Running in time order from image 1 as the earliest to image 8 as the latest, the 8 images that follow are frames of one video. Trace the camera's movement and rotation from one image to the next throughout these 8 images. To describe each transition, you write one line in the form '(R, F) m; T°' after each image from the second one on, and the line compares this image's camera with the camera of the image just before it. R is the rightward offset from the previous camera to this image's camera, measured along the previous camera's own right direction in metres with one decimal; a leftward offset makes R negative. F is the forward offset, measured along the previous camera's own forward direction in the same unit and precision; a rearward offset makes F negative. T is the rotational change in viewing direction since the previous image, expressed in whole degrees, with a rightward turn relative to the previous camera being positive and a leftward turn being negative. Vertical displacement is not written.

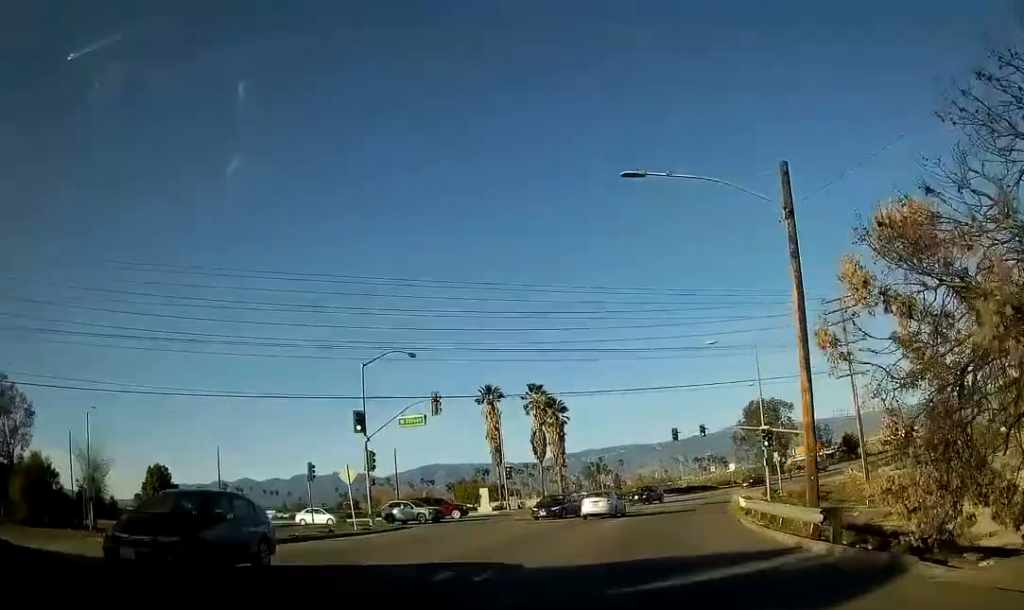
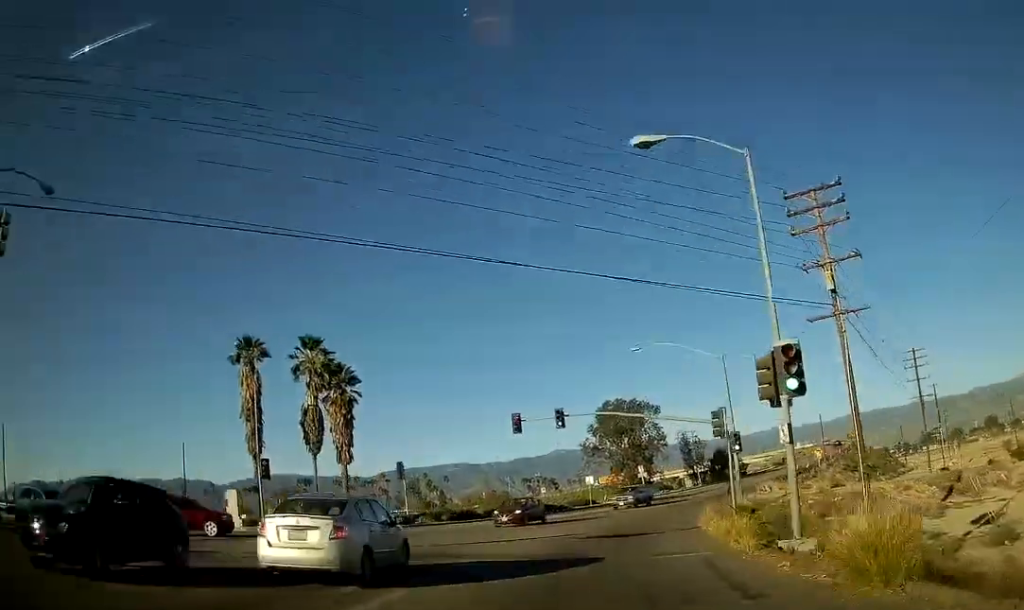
(+1.8, +26.3) m; +13°
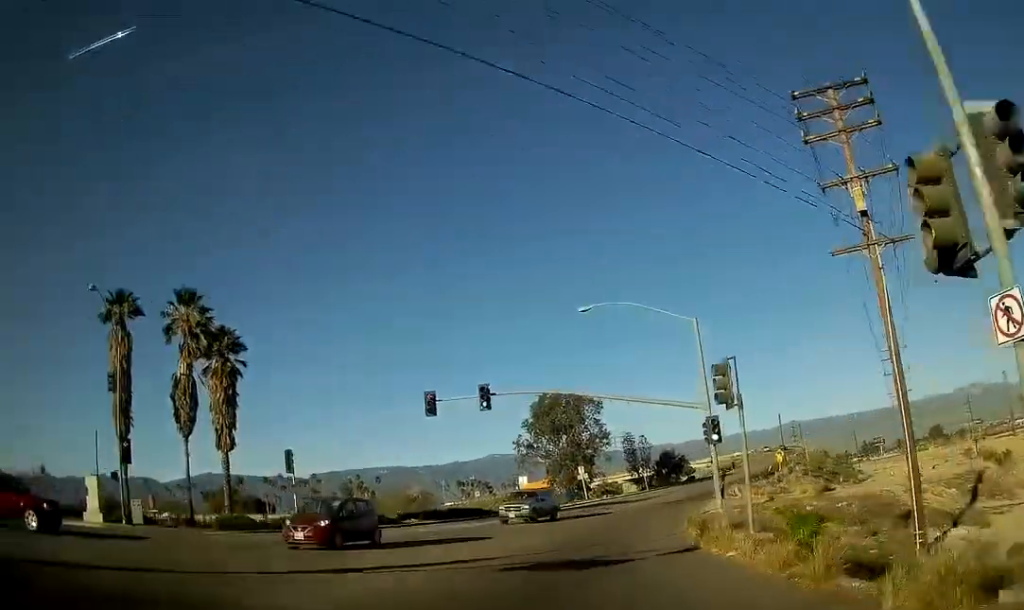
(+1.0, +10.6) m; +5°
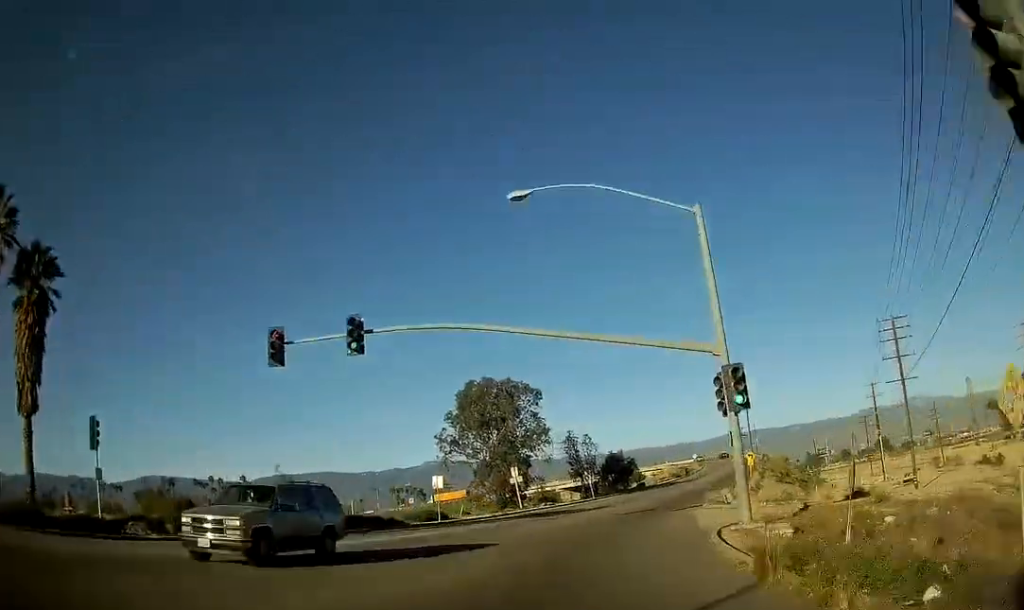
(+0.4, +14.5) m; +5°
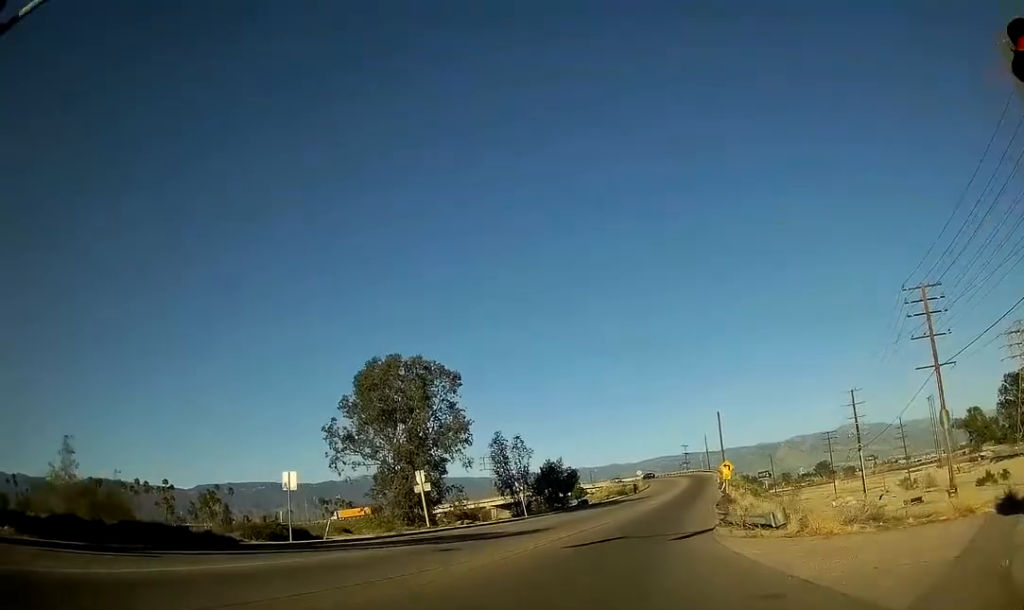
(+0.9, +16.7) m; +7°
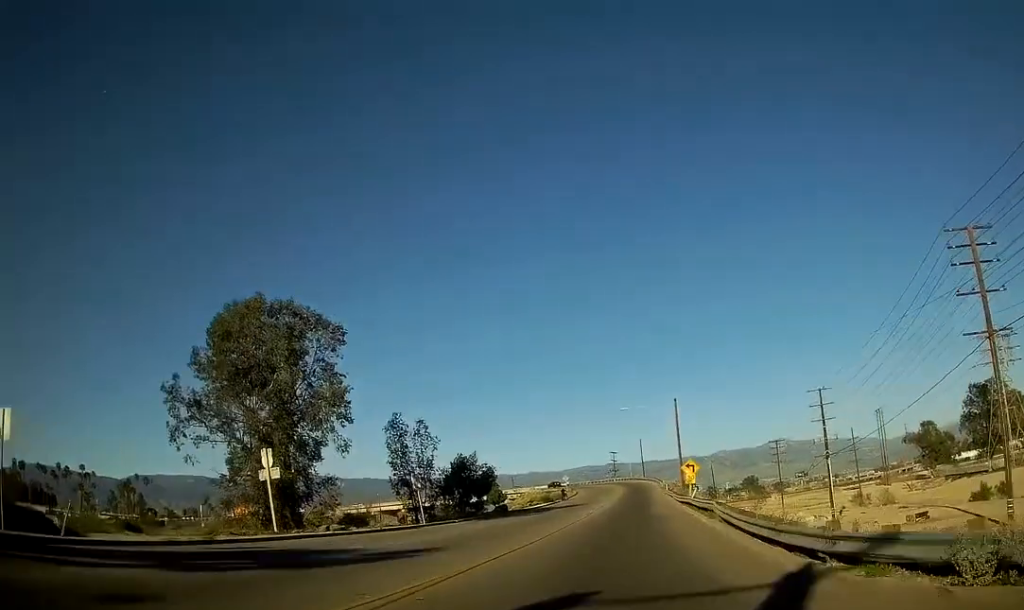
(+0.9, +15.2) m; +5°
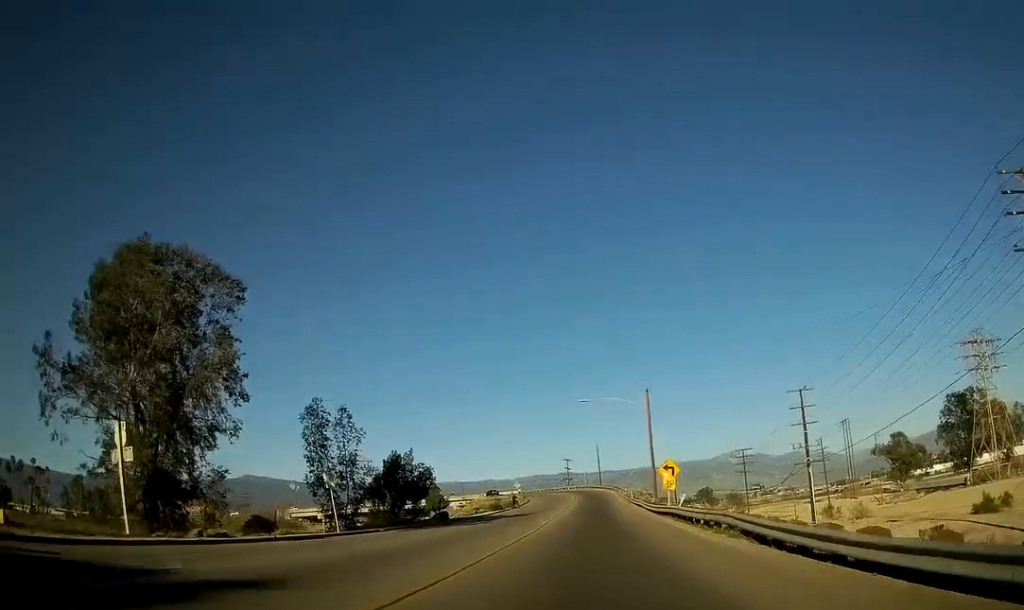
(+0.2, +9.1) m; +2°
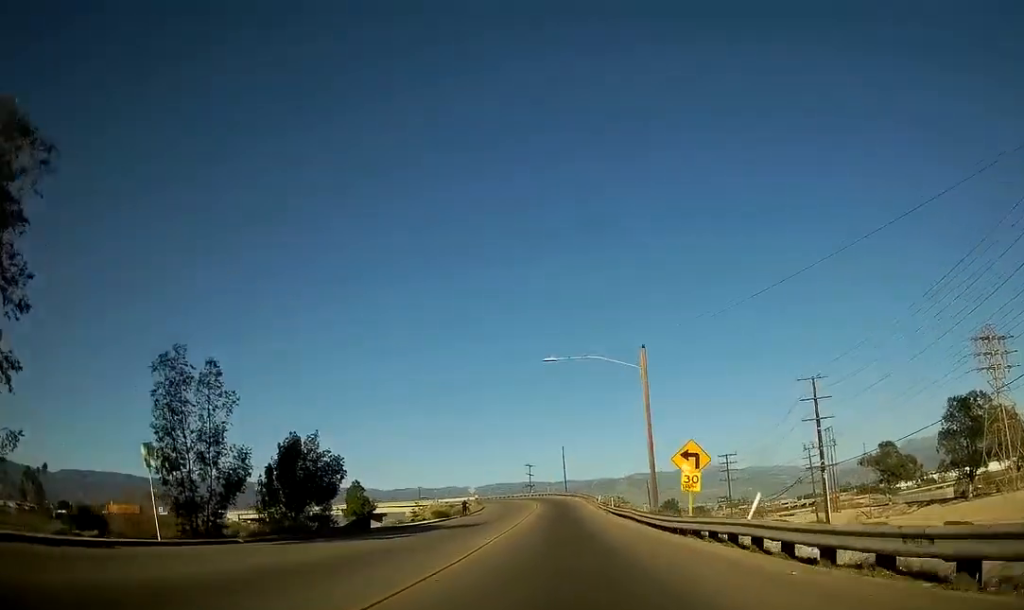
(+0.3, +15.3) m; +3°
